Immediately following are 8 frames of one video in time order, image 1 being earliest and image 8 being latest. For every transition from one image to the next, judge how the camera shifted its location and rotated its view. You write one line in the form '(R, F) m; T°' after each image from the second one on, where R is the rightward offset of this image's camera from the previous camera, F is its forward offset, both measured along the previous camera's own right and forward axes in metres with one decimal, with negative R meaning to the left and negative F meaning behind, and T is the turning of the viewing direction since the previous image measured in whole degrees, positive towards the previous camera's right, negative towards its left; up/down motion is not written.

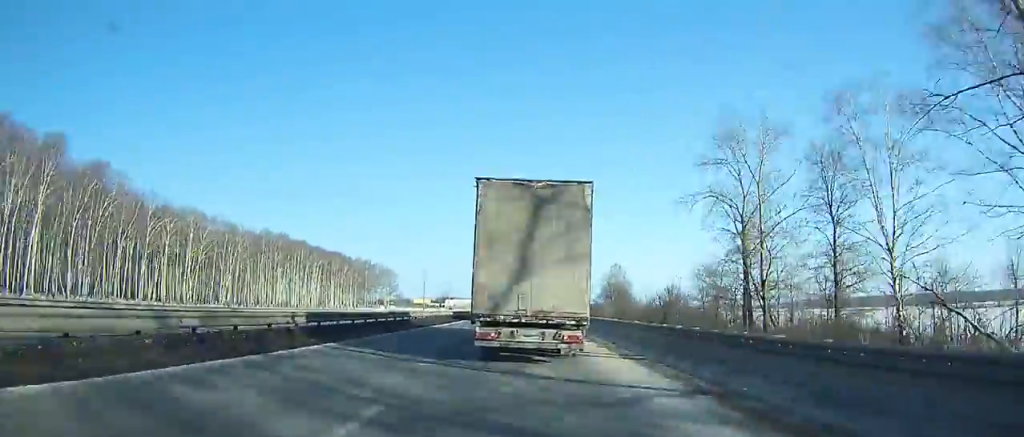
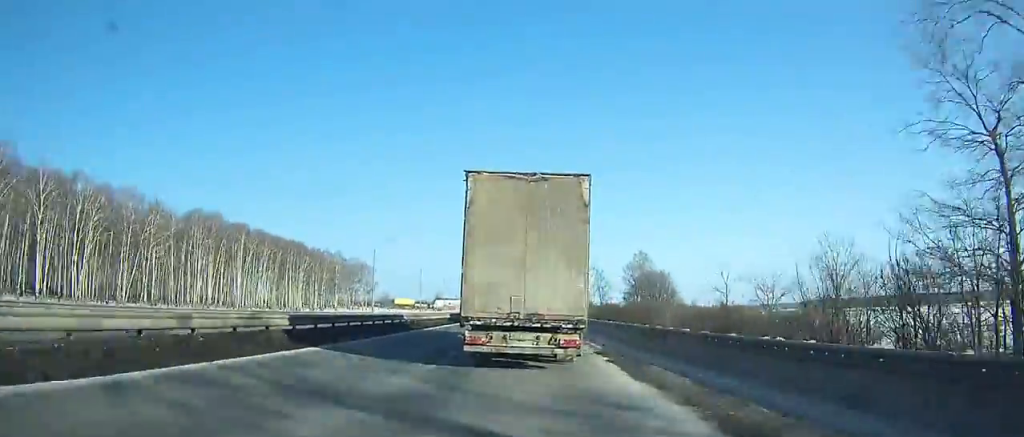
(+0.1, +39.5) m; 0°
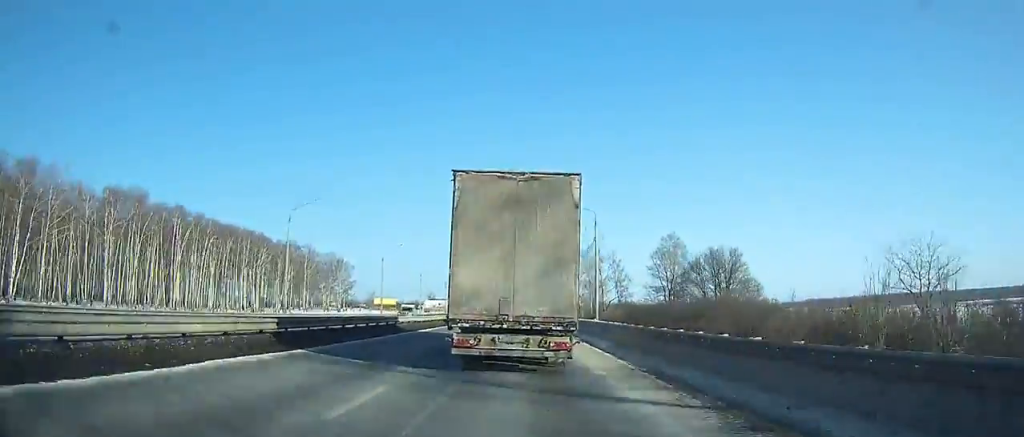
(0.0, +29.8) m; 0°
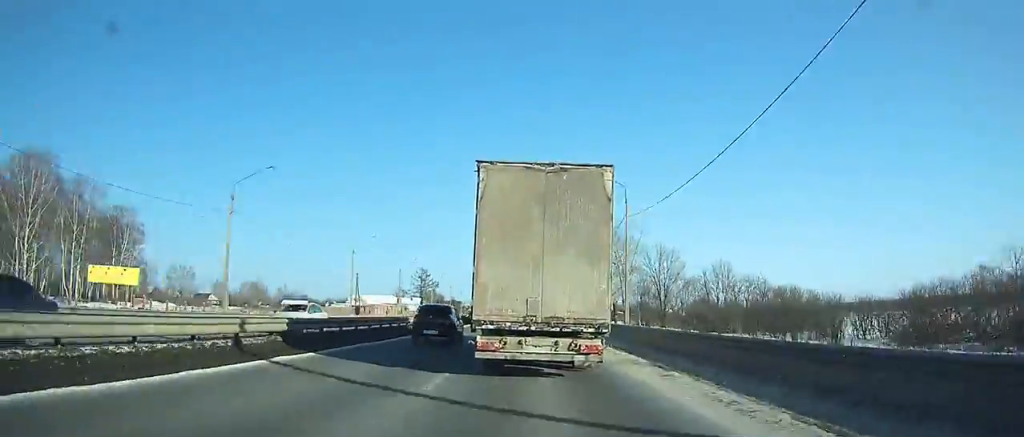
(-0.4, +153.1) m; 0°
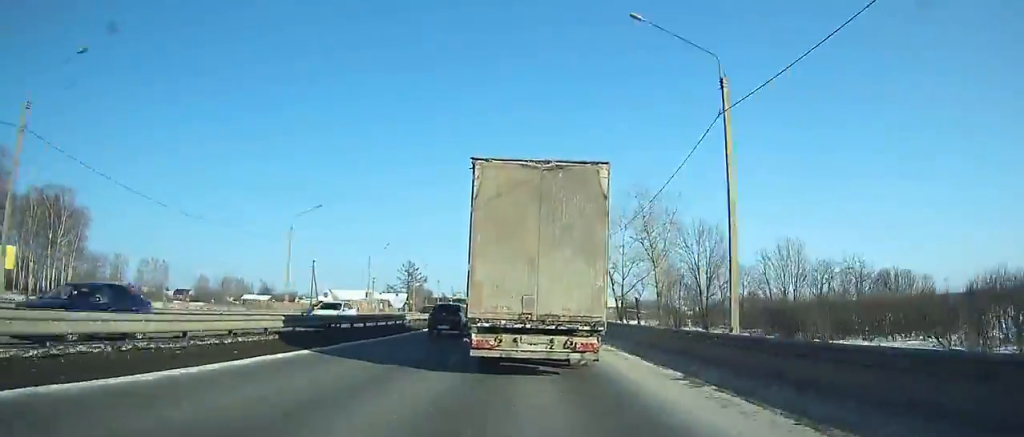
(0.0, +20.0) m; 0°
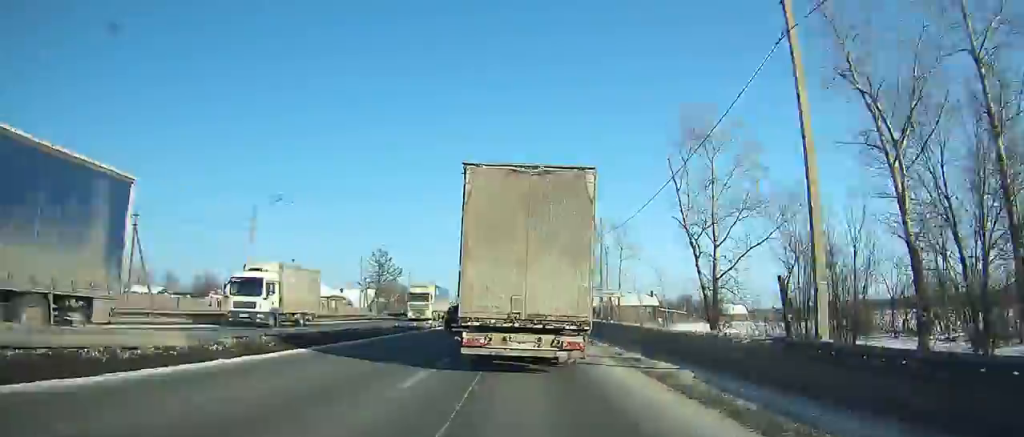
(+0.1, +39.8) m; 0°
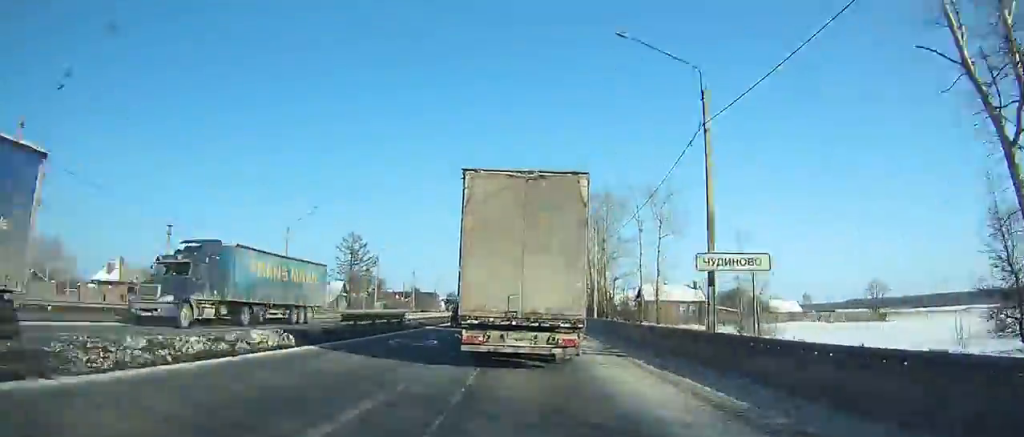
(0.0, +27.9) m; 0°
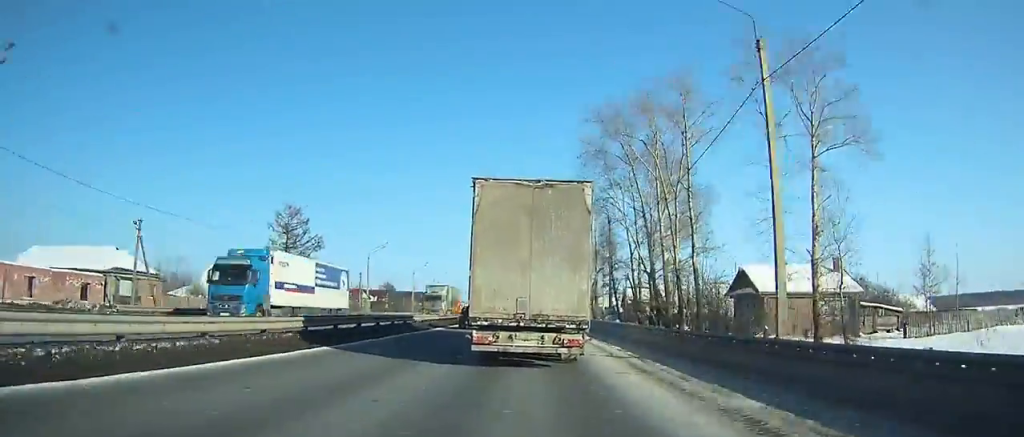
(-0.1, +39.1) m; 0°
